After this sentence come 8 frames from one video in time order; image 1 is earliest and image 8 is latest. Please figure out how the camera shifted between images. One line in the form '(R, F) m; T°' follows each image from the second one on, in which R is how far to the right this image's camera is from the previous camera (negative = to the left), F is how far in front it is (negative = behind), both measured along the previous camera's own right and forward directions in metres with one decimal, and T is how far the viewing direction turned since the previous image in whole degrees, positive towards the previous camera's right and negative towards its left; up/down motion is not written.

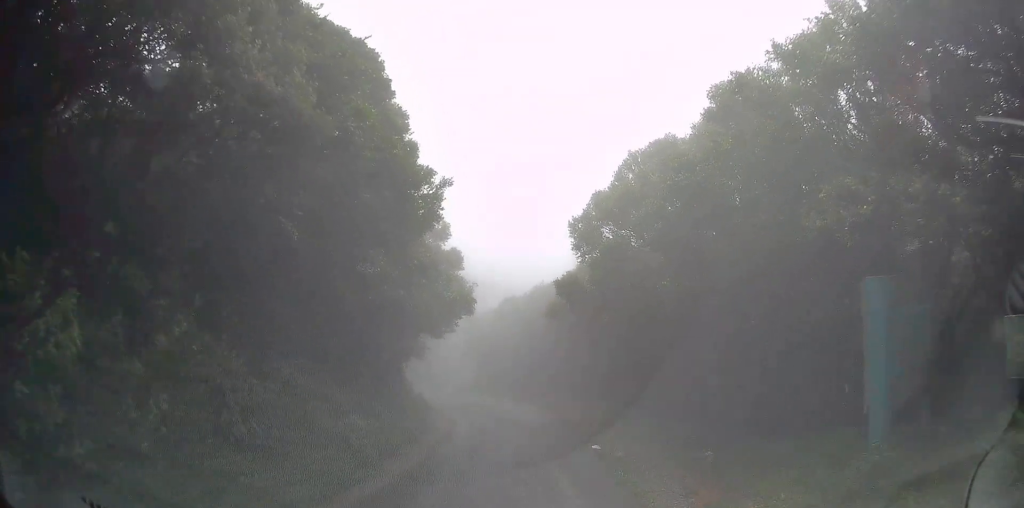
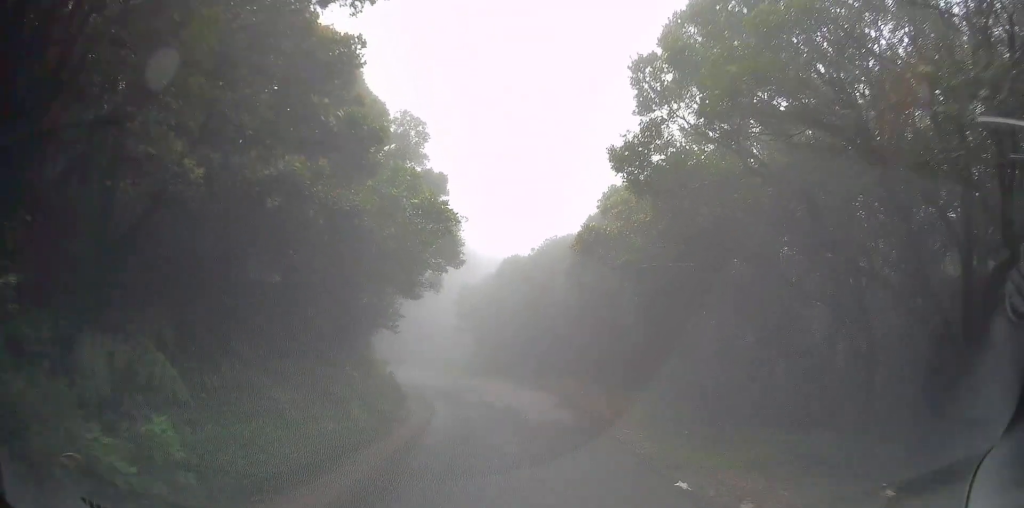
(0.0, +6.8) m; 0°
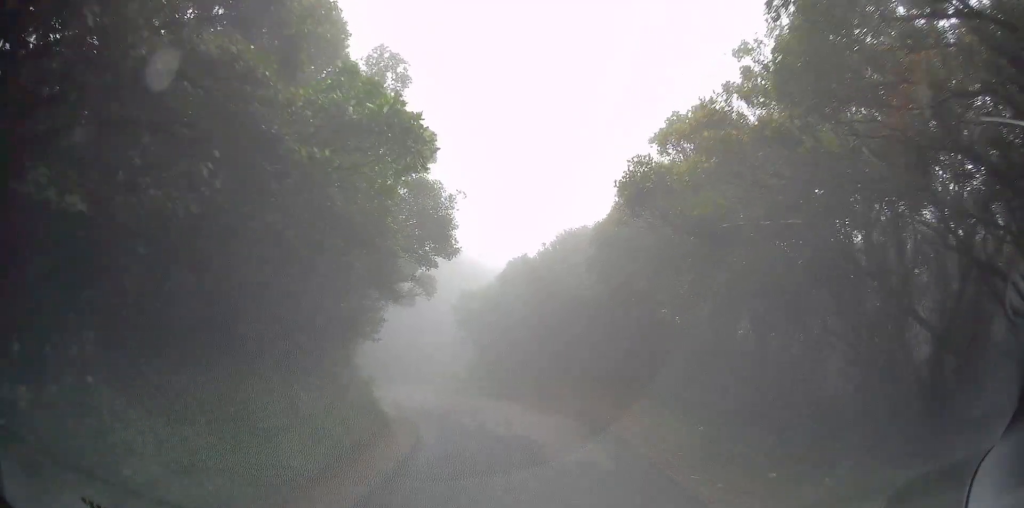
(0.0, +3.9) m; 0°
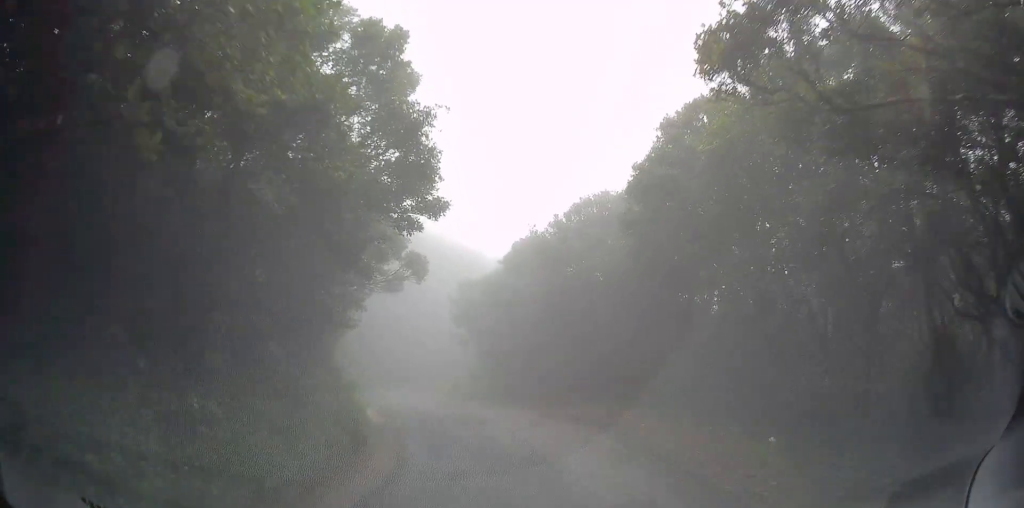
(0.0, +3.5) m; -2°
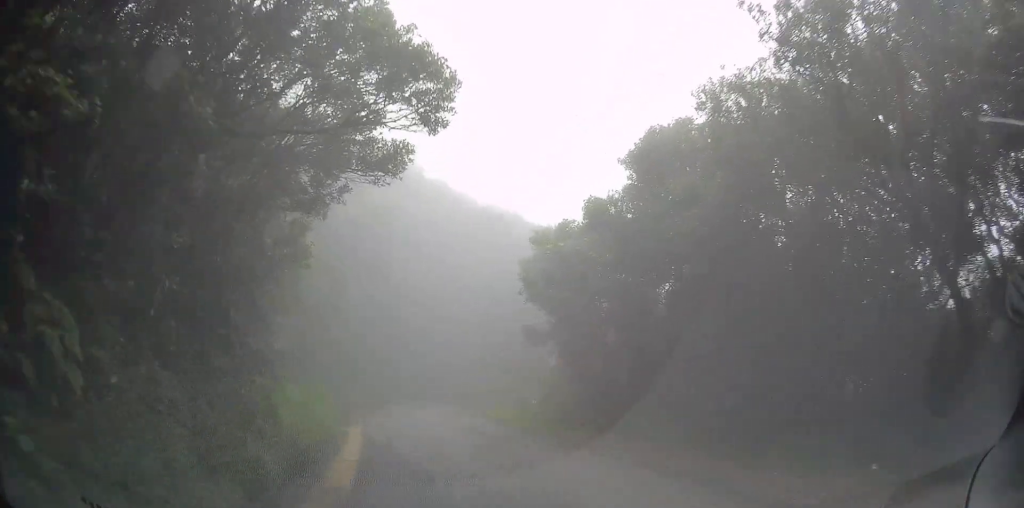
(-0.6, +10.6) m; -10°
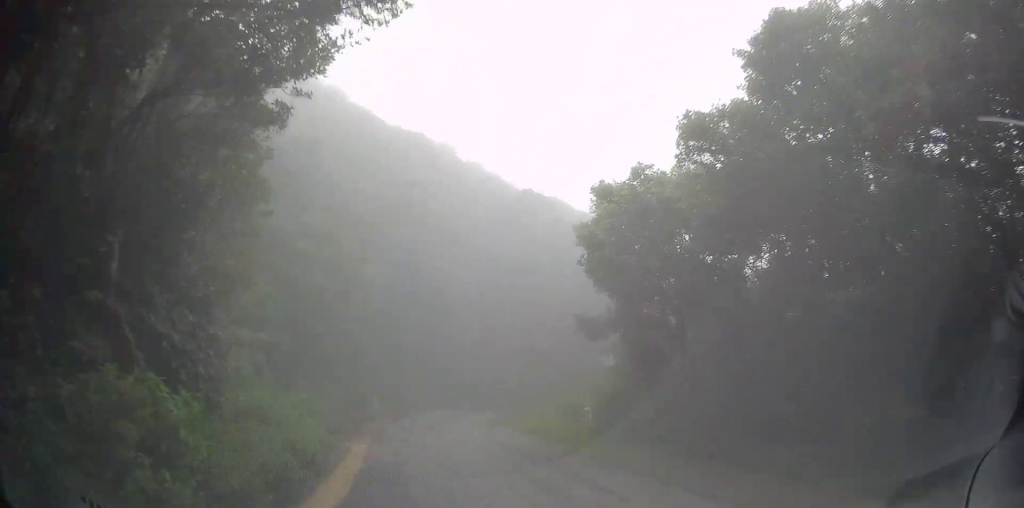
(-0.2, +3.7) m; -2°
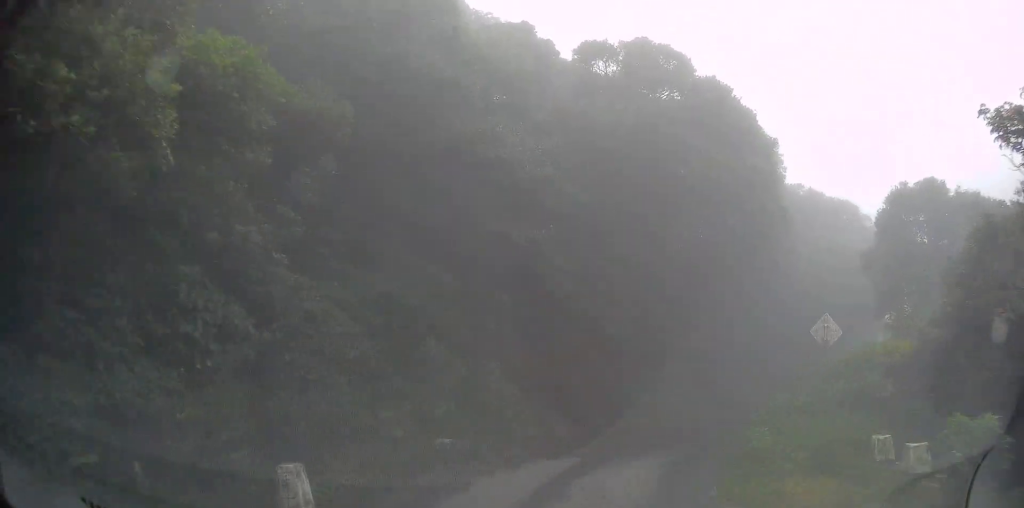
(-0.2, +13.2) m; +6°
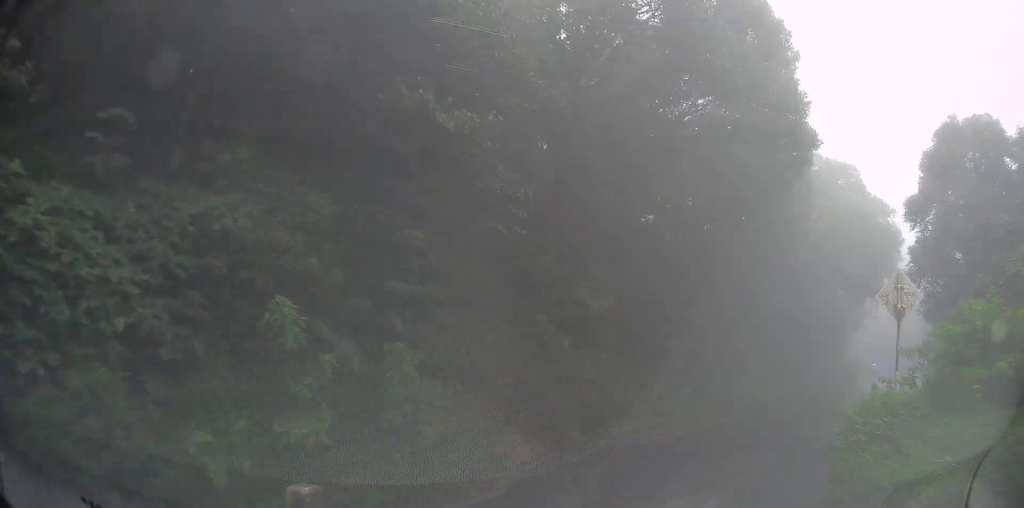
(+0.2, +4.7) m; +9°
